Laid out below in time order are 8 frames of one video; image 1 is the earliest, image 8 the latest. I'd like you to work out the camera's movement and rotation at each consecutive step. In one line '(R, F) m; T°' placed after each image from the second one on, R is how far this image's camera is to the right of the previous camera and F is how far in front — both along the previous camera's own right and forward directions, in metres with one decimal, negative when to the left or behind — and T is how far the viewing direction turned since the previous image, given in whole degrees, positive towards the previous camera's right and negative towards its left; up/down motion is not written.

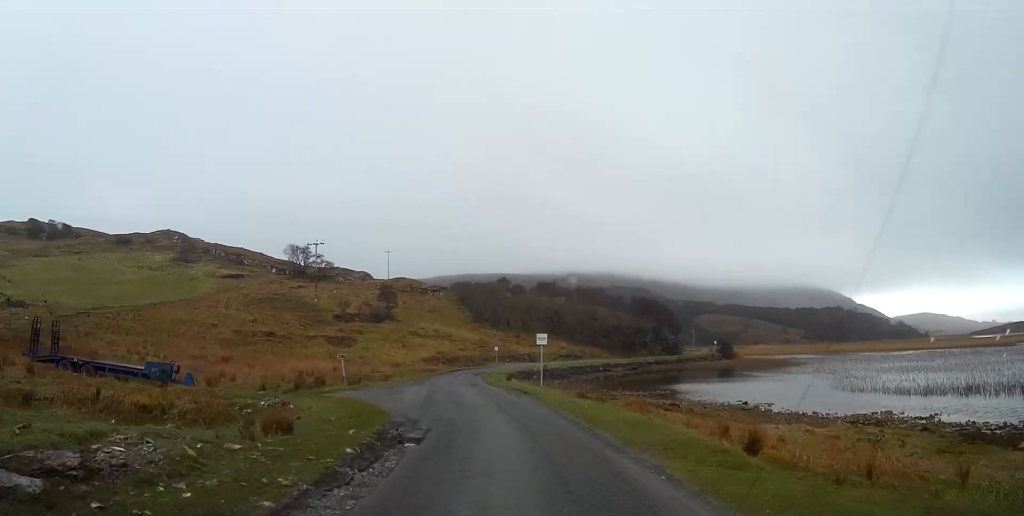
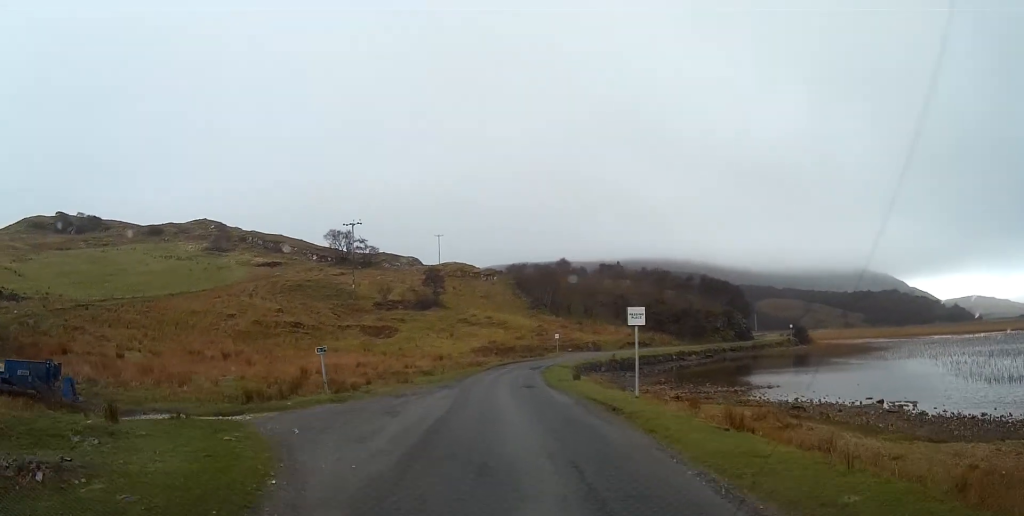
(-0.4, +12.1) m; -4°
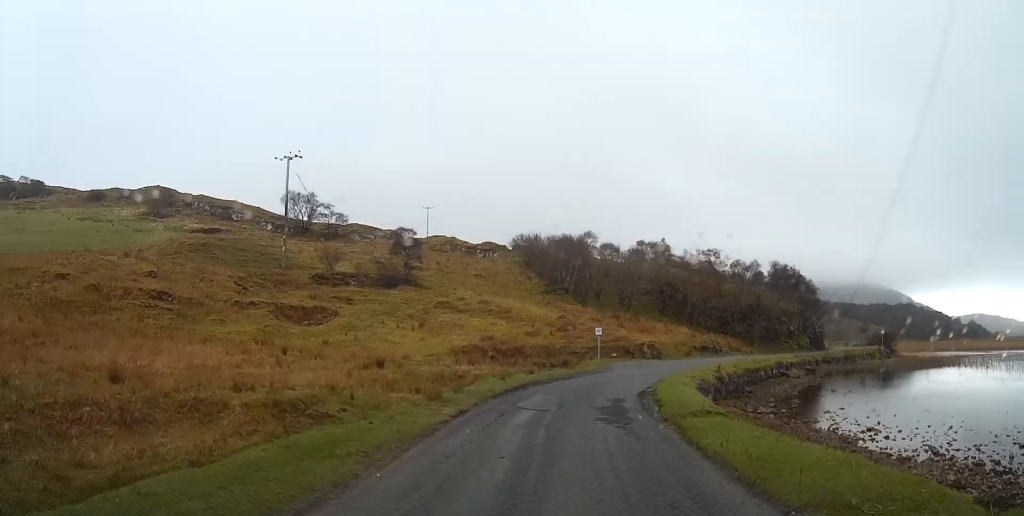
(-1.9, +35.3) m; -3°
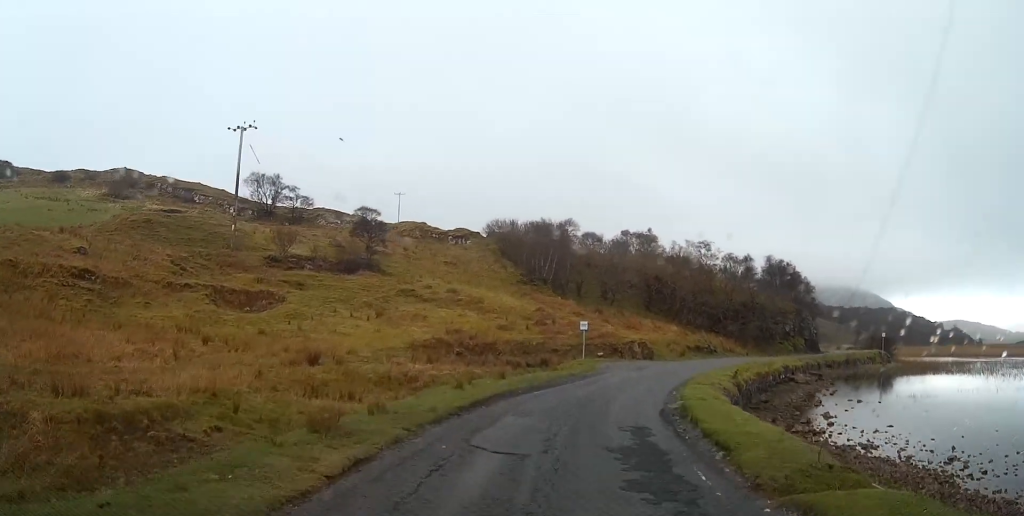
(+0.1, +7.3) m; +2°
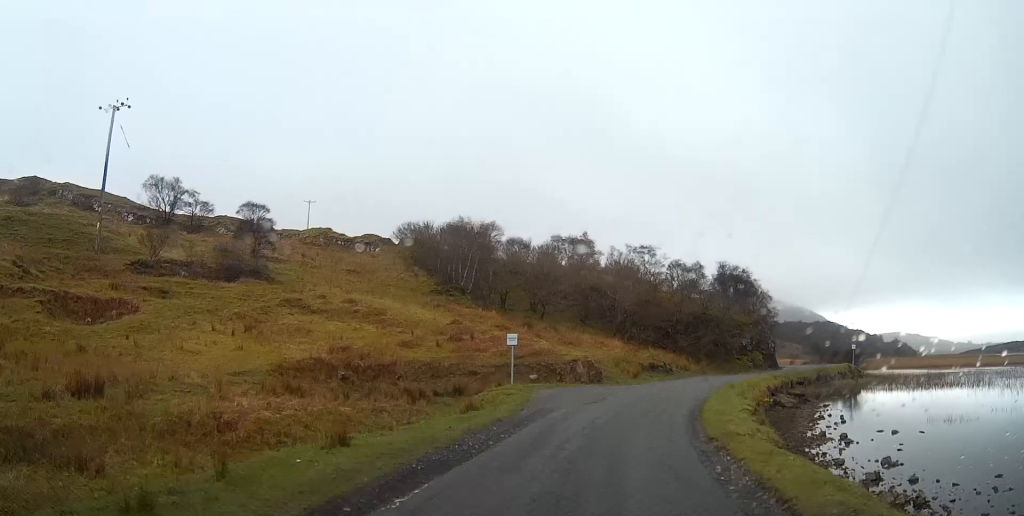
(+0.3, +11.3) m; +4°
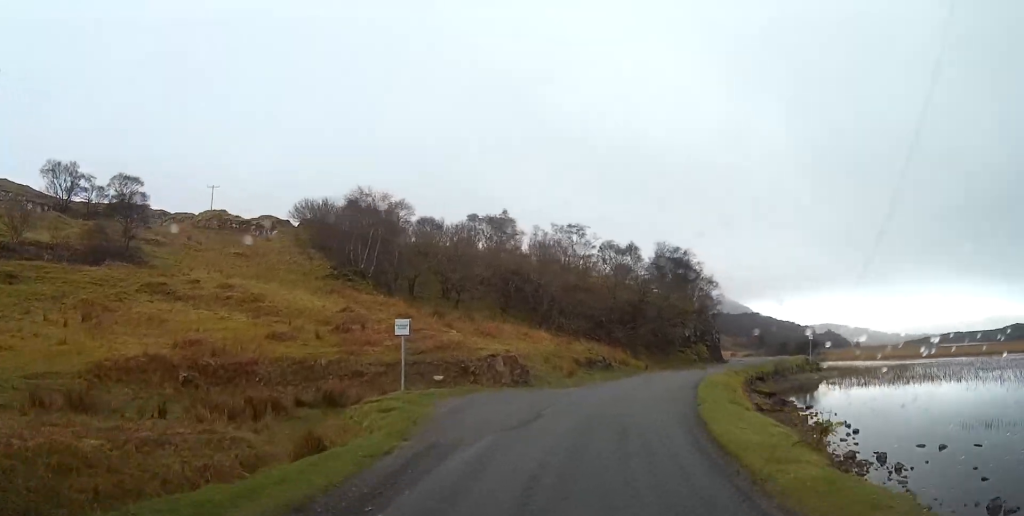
(+0.2, +8.9) m; +5°
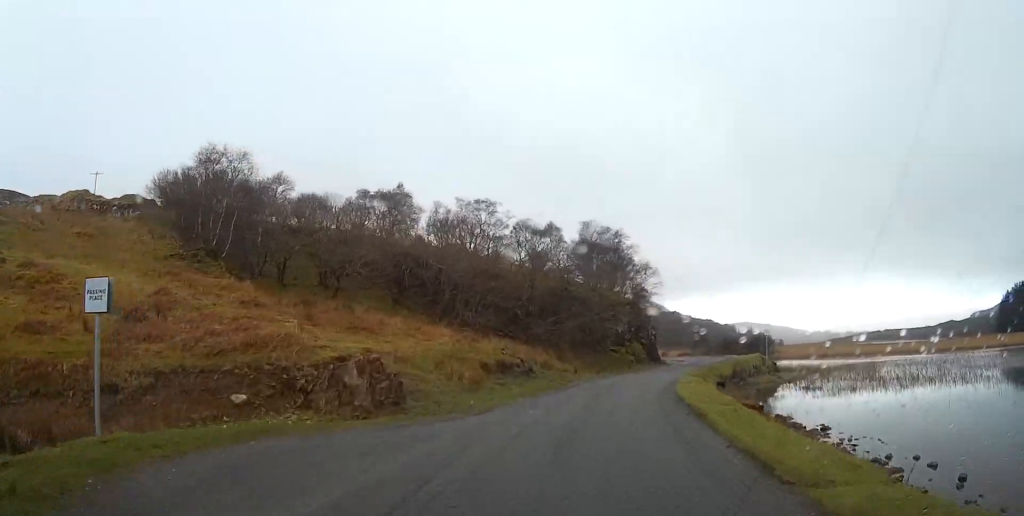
(+0.8, +11.9) m; +7°
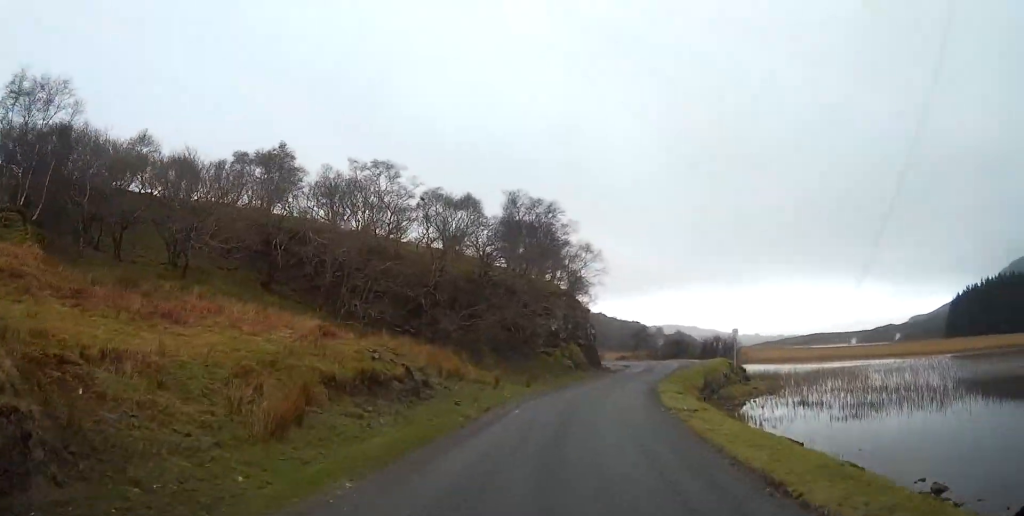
(+0.8, +12.1) m; +6°
